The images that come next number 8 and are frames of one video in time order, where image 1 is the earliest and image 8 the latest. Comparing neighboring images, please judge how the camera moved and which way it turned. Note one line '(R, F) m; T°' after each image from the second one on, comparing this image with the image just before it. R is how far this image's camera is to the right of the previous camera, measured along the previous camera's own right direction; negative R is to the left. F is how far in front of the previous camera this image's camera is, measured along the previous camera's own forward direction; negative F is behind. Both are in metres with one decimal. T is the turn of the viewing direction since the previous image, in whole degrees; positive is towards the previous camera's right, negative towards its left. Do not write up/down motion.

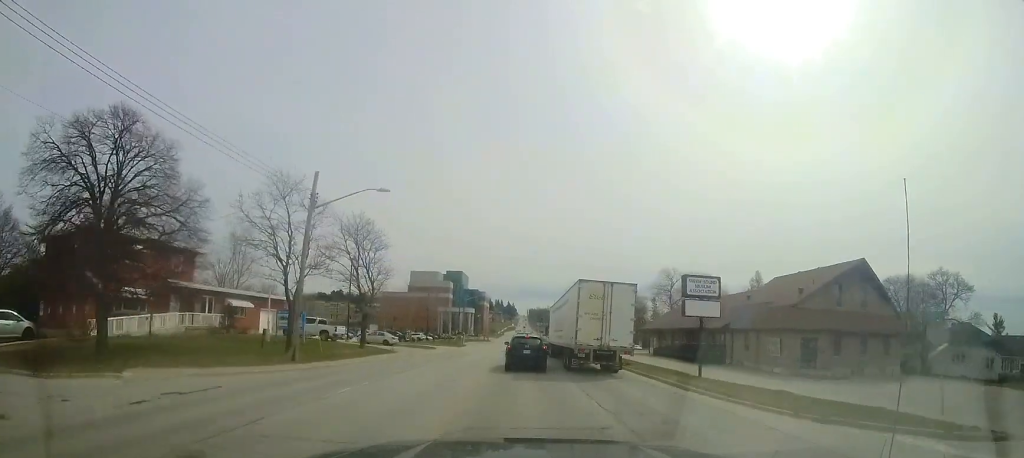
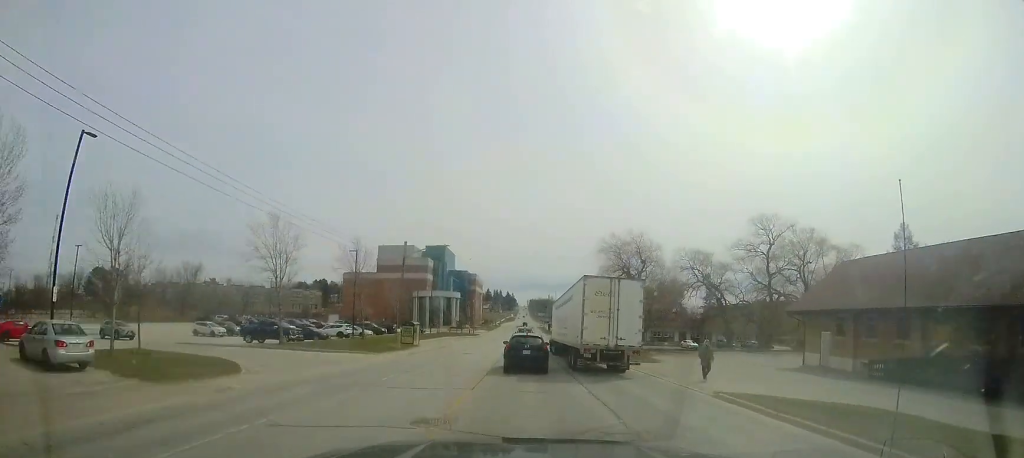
(+1.0, +32.0) m; +1°
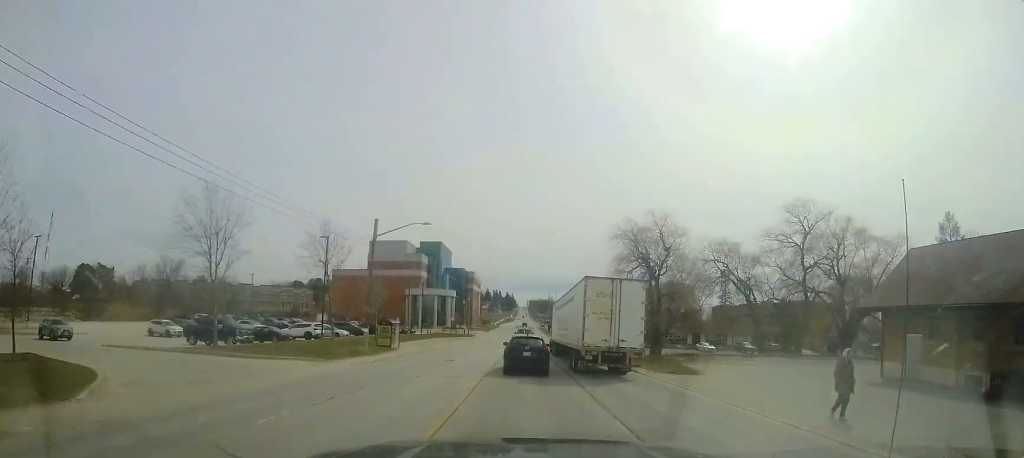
(+0.1, +6.4) m; -1°
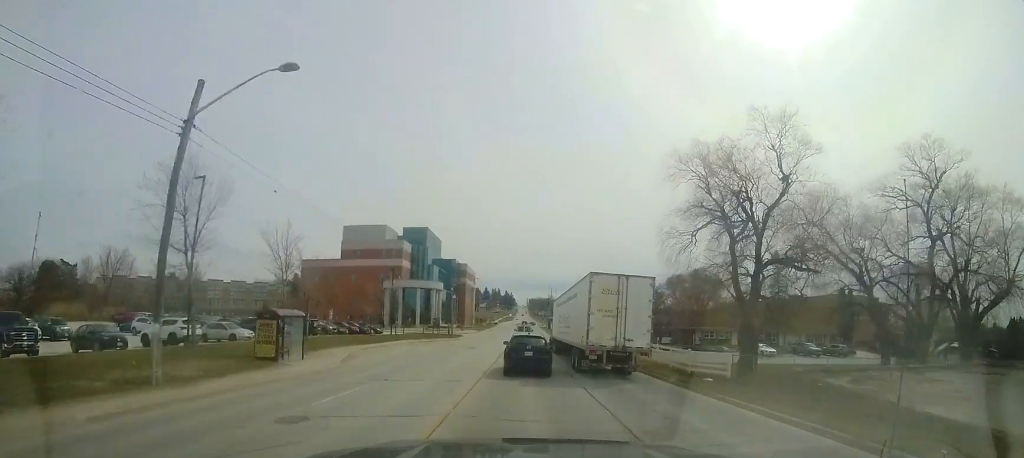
(-0.4, +15.7) m; 0°
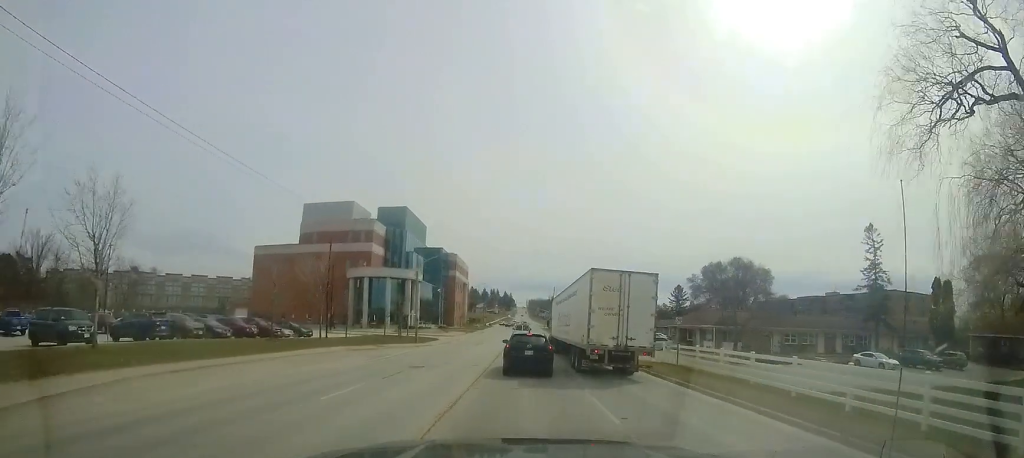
(+0.1, +17.9) m; -1°
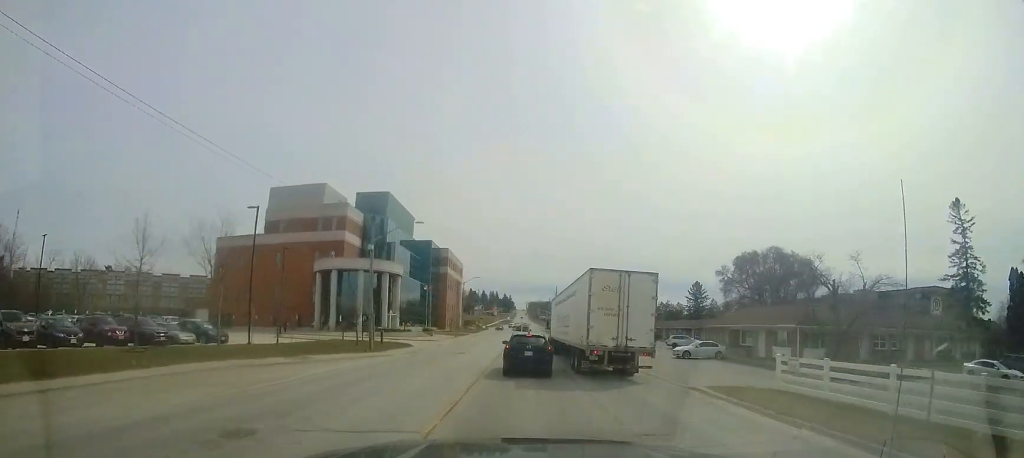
(-0.1, +11.1) m; -1°
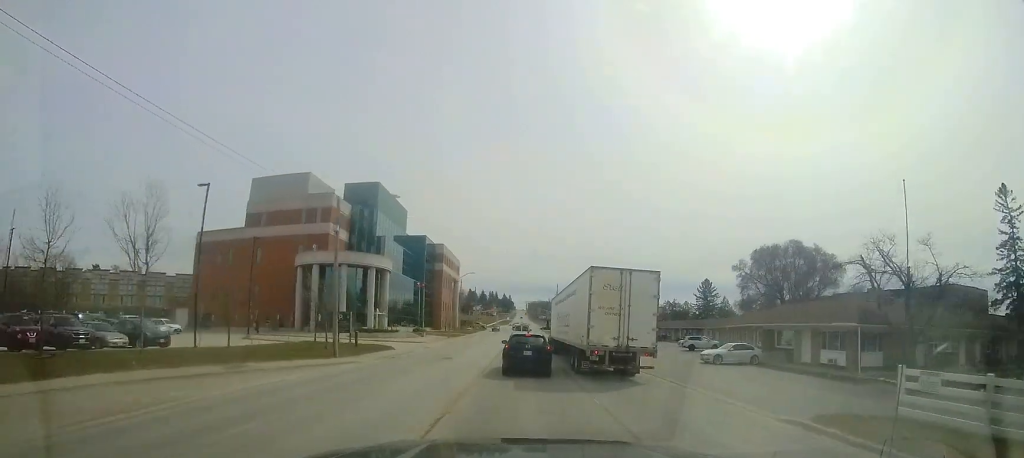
(+0.2, +5.0) m; 0°
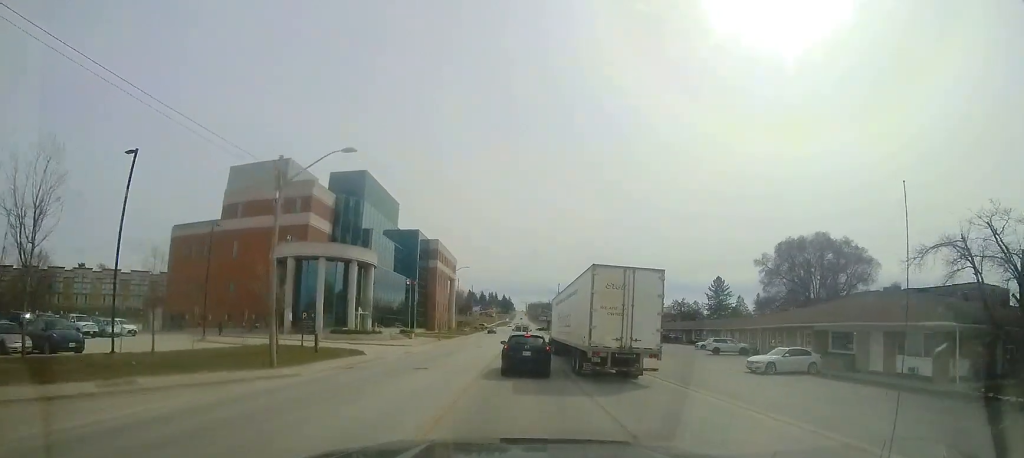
(-0.2, +5.5) m; 0°
